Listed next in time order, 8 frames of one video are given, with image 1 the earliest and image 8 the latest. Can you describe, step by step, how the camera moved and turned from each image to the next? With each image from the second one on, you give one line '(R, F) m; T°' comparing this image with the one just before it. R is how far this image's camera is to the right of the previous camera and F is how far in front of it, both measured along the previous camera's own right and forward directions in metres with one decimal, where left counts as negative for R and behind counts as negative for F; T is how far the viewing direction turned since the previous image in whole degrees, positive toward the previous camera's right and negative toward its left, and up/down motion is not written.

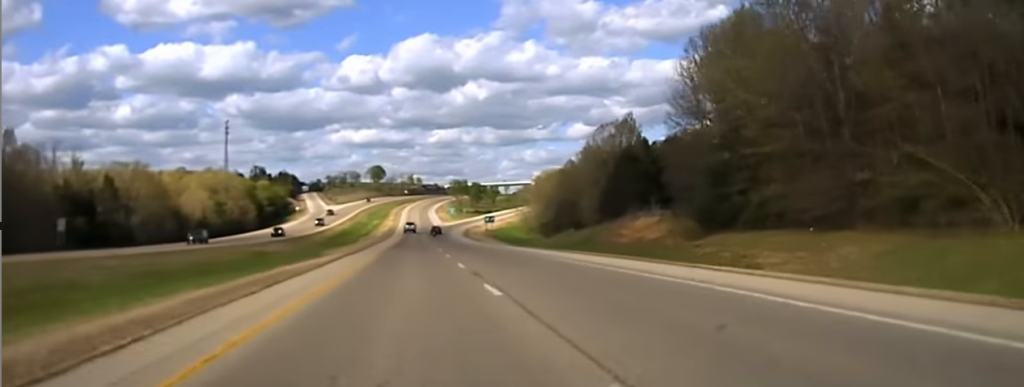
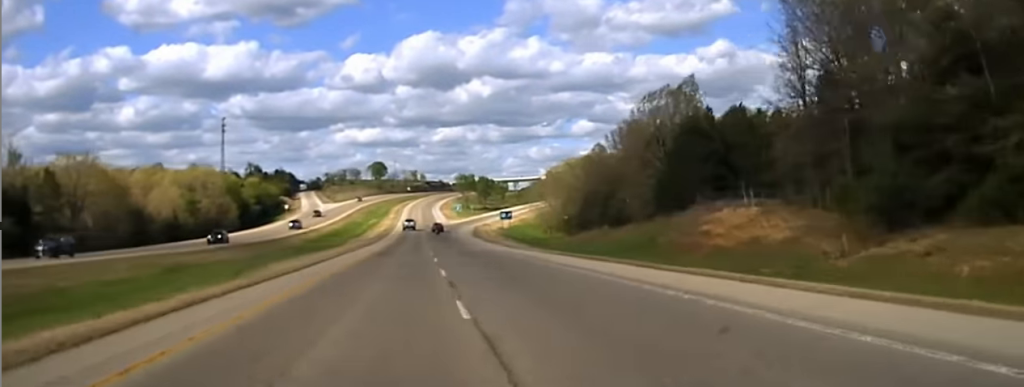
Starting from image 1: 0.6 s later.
(-0.3, +29.3) m; -1°
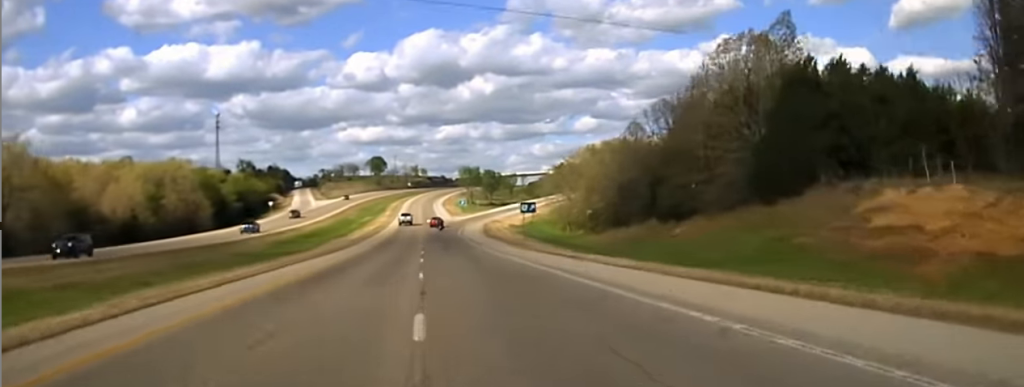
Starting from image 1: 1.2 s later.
(-0.2, +29.3) m; 0°
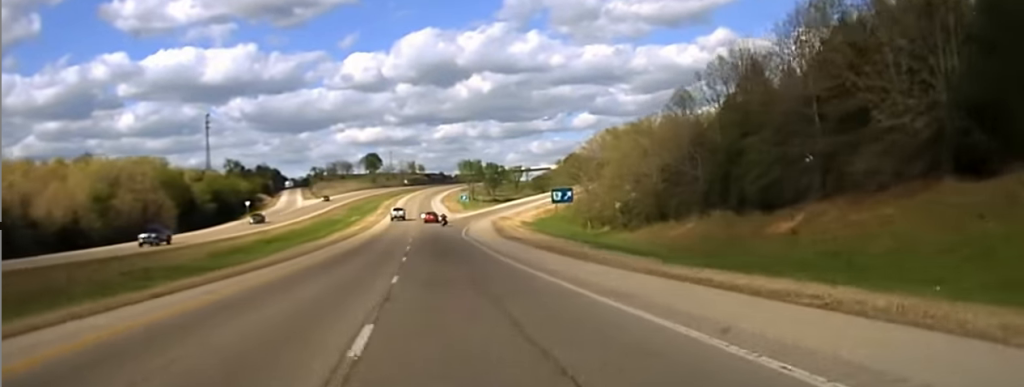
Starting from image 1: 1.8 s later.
(0.0, +25.5) m; 0°
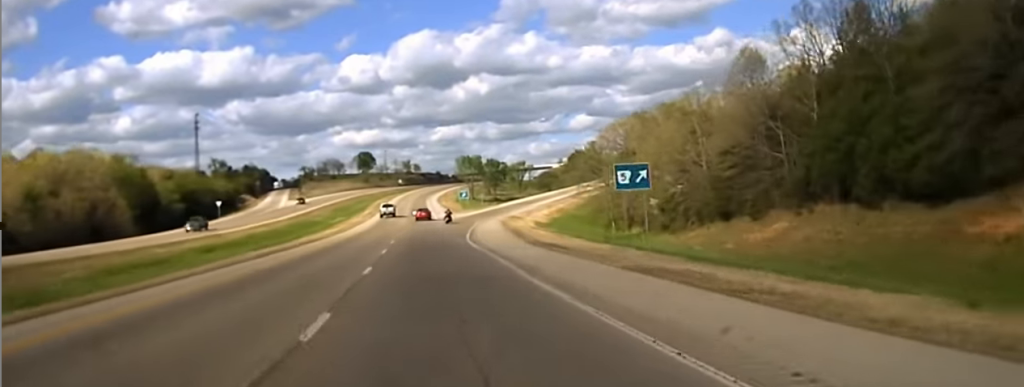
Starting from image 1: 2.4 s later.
(0.0, +22.8) m; 0°
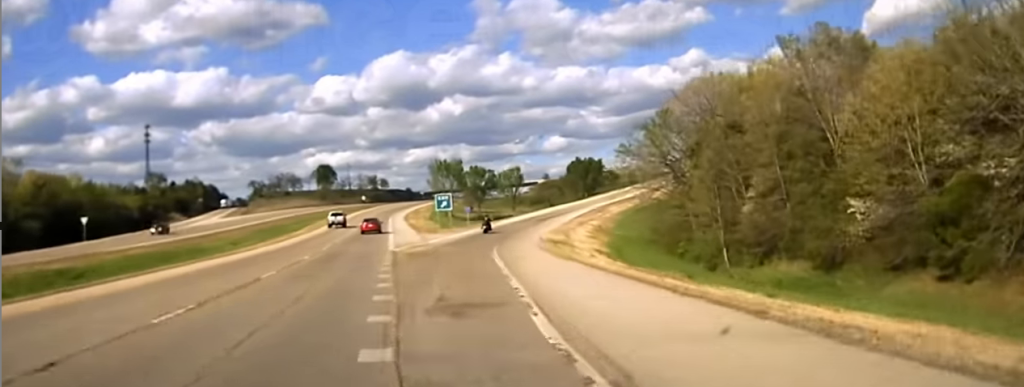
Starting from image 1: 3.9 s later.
(+0.6, +52.4) m; +3°
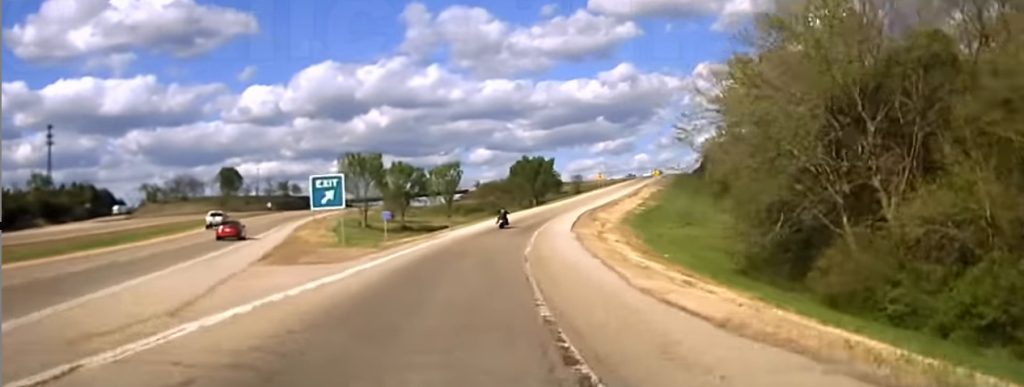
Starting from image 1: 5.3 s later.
(+1.8, +43.1) m; +5°
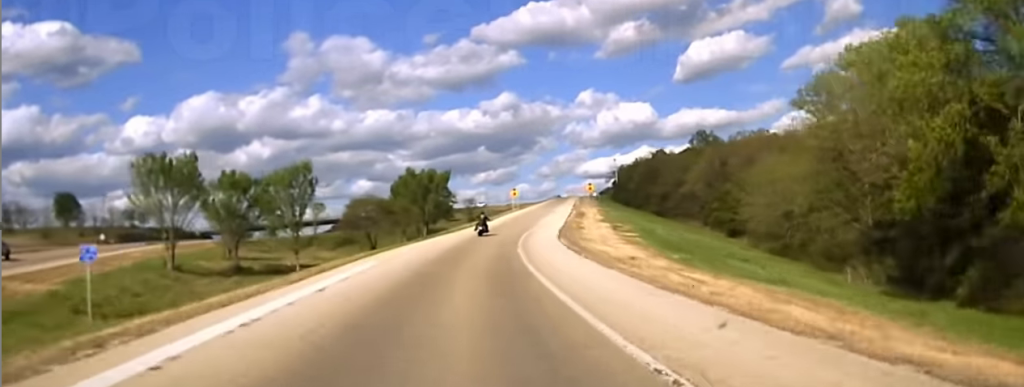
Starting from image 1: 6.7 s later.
(+2.7, +55.3) m; +7°
